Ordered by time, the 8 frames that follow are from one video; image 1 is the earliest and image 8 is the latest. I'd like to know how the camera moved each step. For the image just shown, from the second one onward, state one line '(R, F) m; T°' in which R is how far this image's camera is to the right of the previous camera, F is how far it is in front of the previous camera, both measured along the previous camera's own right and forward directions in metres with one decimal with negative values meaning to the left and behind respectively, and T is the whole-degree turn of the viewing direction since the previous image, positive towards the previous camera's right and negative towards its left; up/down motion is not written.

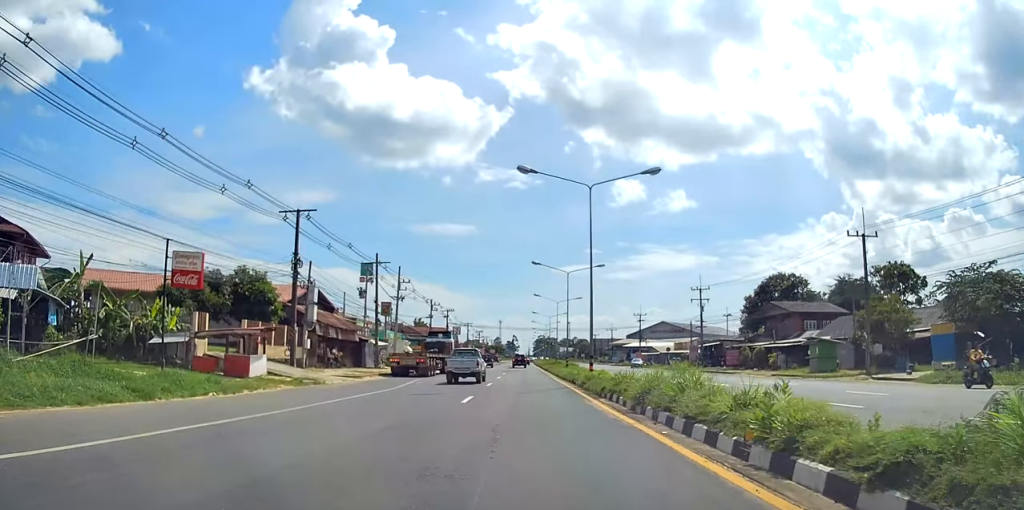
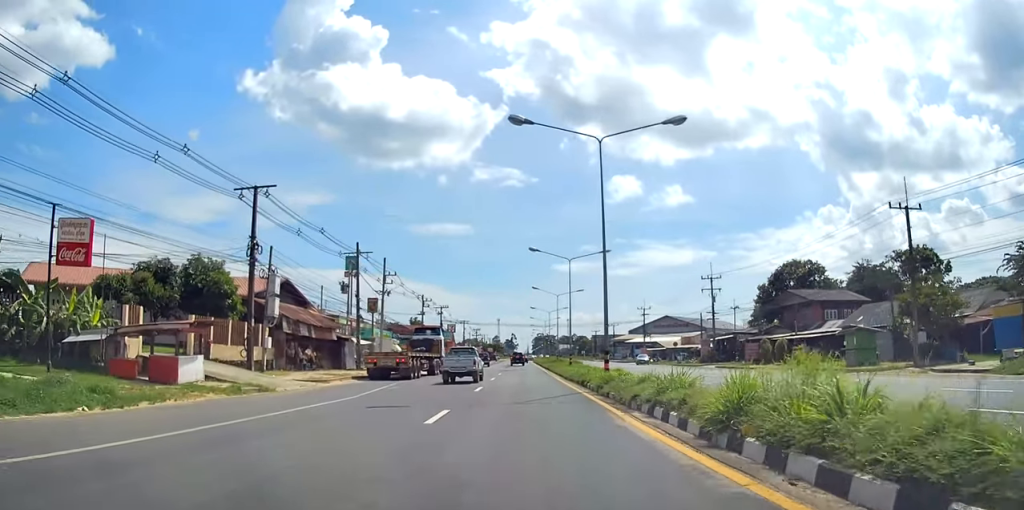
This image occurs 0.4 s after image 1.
(0.0, +5.8) m; 0°
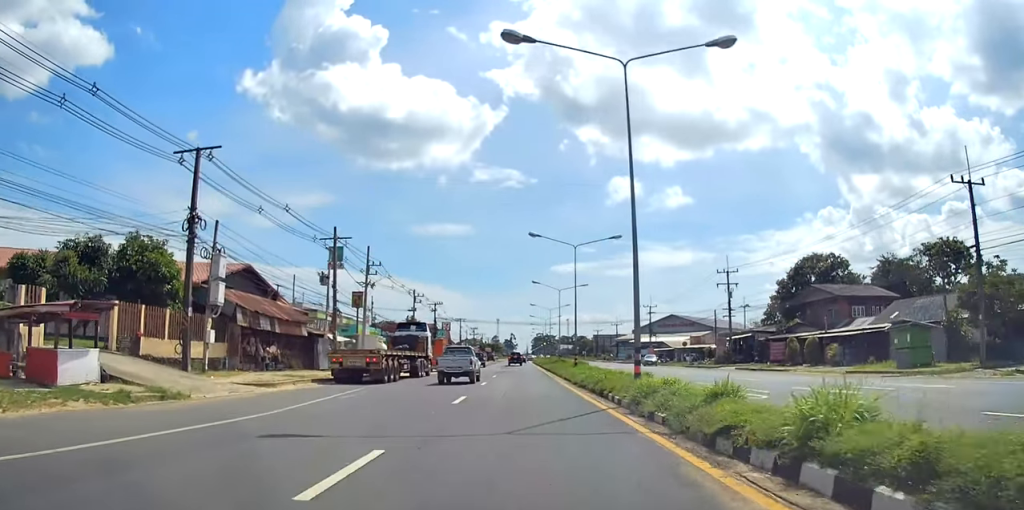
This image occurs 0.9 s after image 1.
(0.0, +6.5) m; 0°
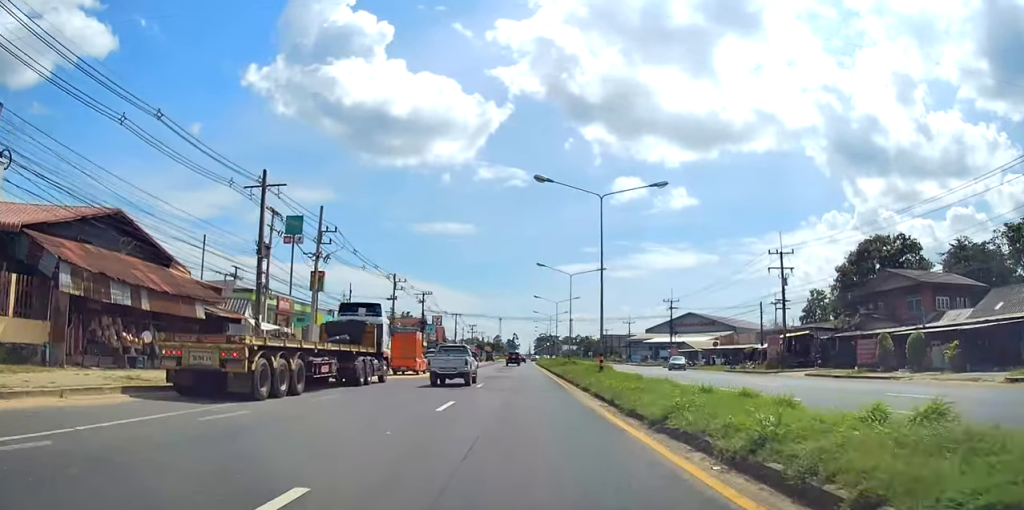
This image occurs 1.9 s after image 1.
(-0.1, +14.3) m; -2°
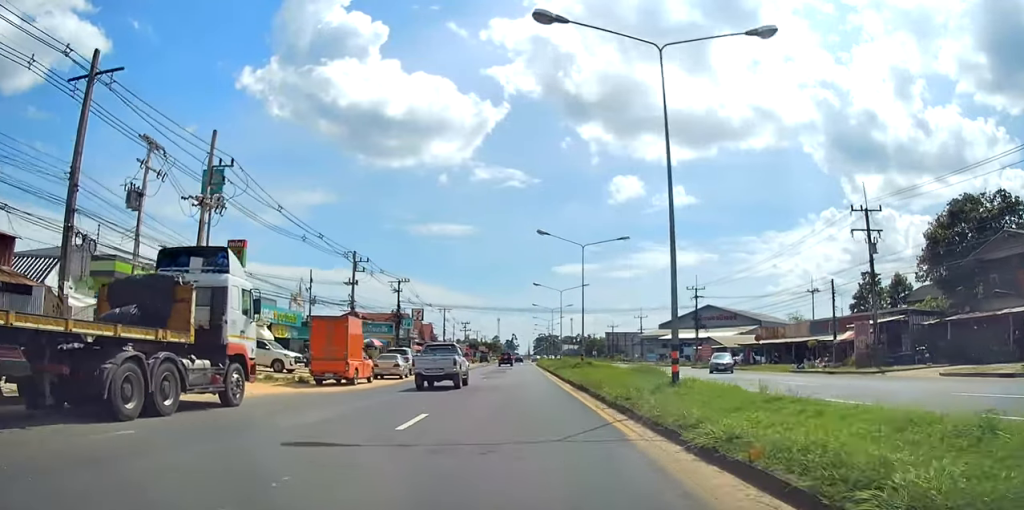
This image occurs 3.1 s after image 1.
(-0.1, +15.7) m; +1°
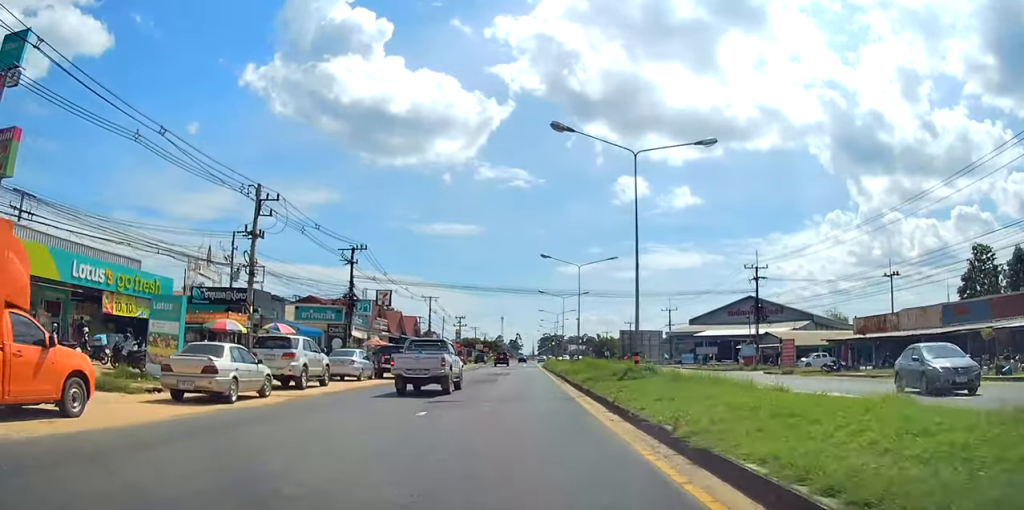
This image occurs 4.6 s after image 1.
(+0.6, +21.3) m; 0°
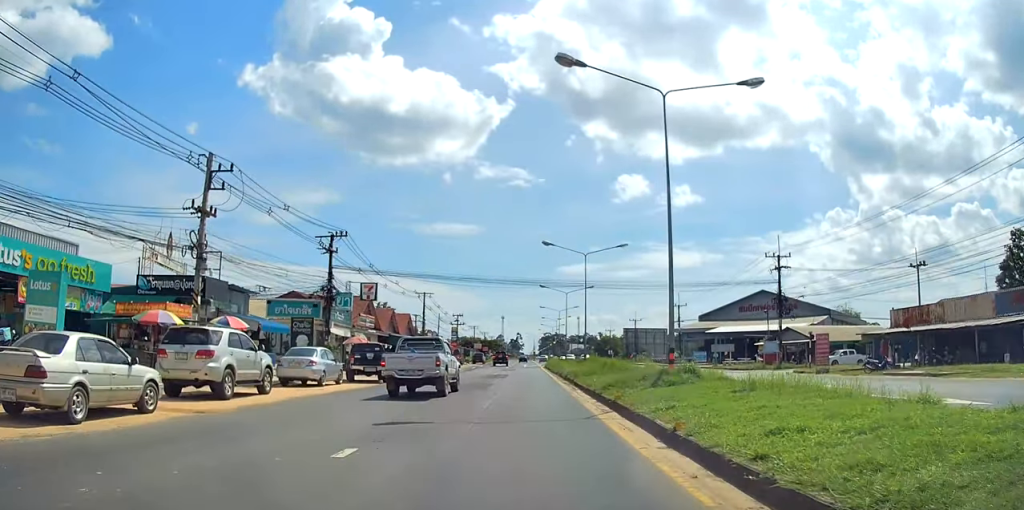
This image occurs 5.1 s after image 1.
(-0.1, +5.6) m; 0°
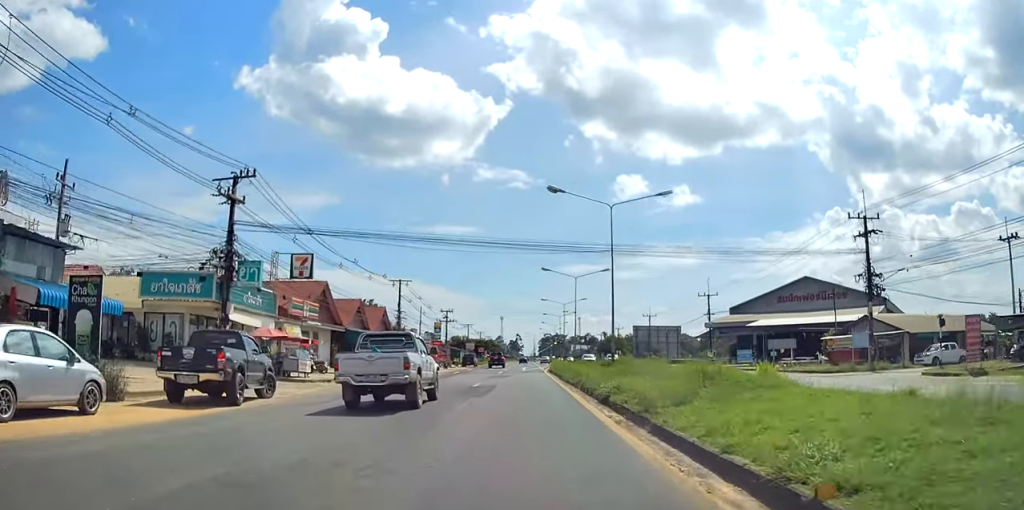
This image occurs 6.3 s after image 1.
(-0.2, +16.3) m; 0°
